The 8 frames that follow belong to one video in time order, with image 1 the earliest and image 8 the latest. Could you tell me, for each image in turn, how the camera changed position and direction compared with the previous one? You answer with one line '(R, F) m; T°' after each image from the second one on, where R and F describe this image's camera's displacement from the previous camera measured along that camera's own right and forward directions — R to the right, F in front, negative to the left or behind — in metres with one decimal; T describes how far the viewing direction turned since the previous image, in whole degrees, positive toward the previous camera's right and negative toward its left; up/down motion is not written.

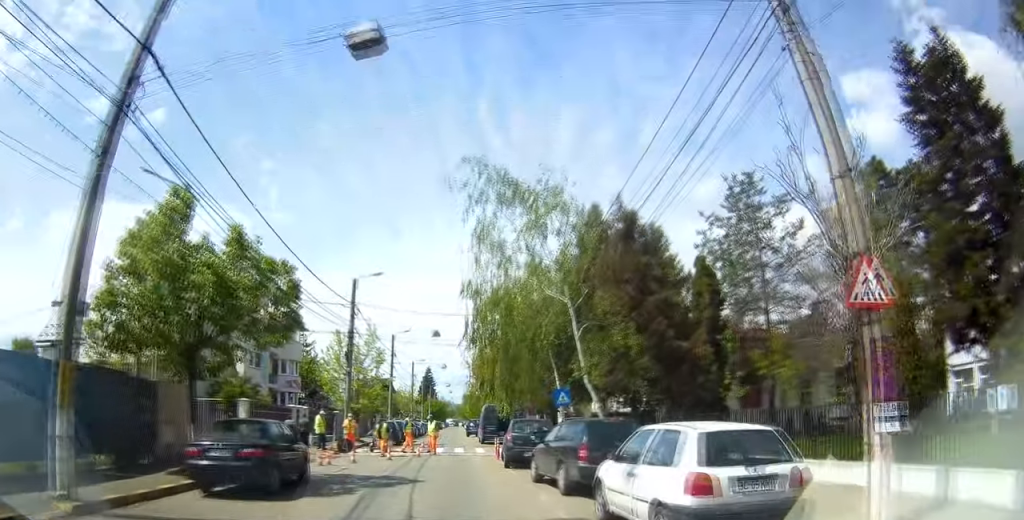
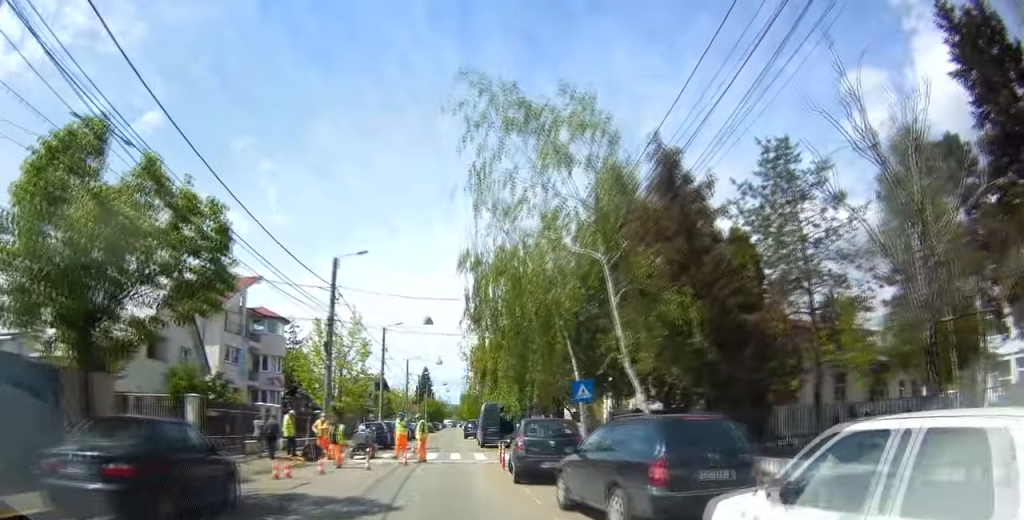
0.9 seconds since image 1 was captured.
(0.0, +3.7) m; -1°
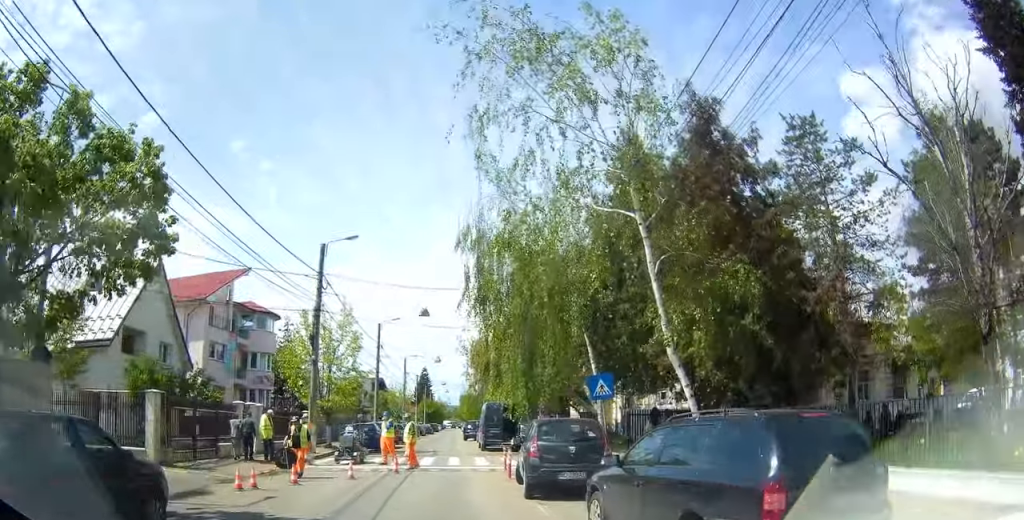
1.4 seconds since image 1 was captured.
(0.0, +2.1) m; -1°
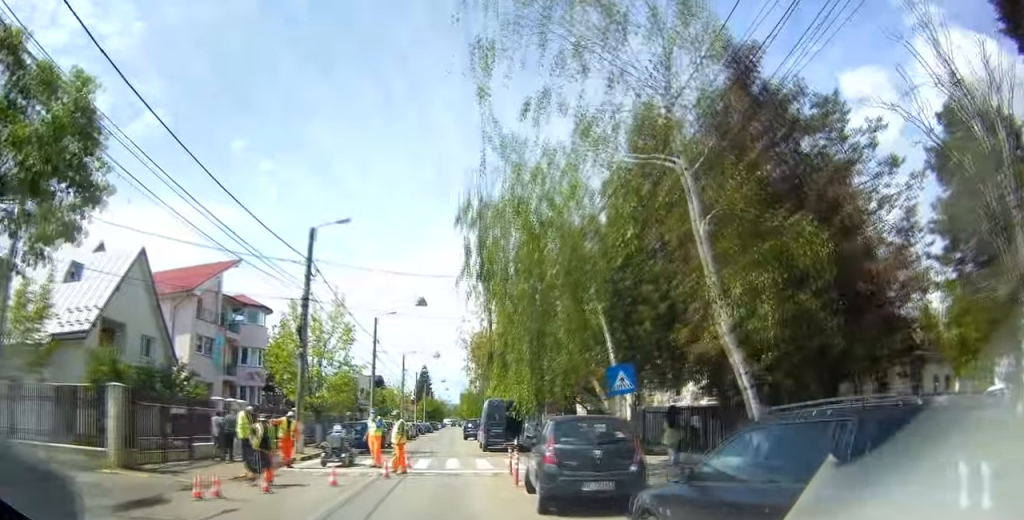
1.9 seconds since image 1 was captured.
(0.0, +1.6) m; 0°
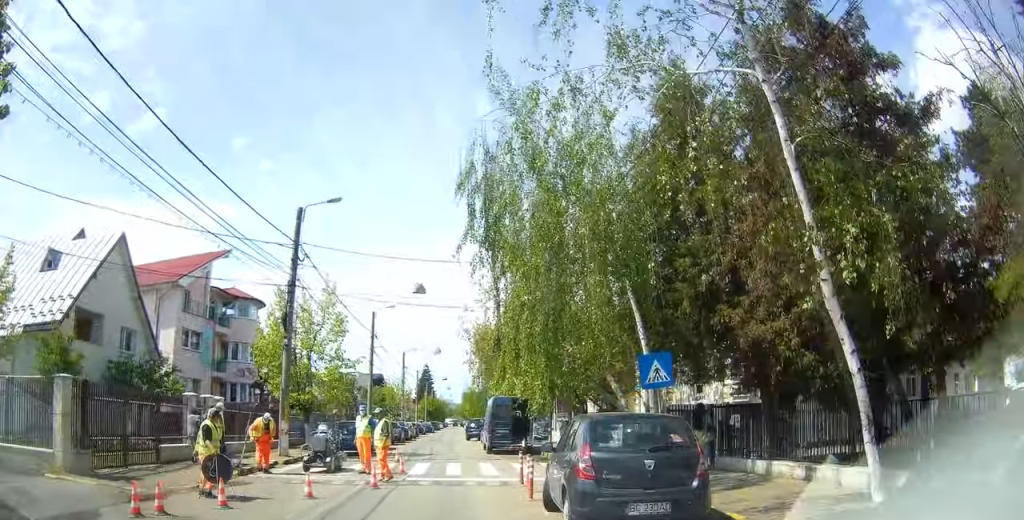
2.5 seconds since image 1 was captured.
(0.0, +1.9) m; 0°
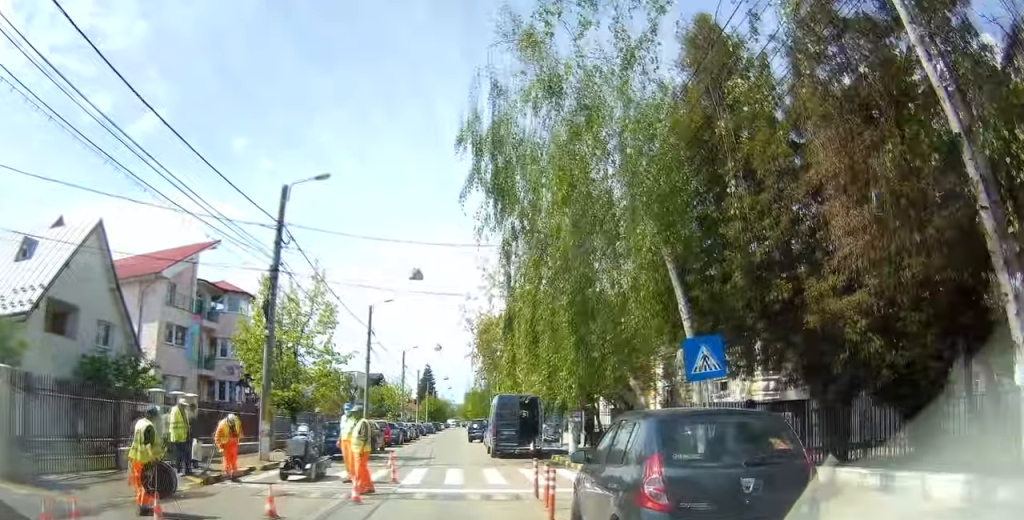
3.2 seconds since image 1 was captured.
(0.0, +1.9) m; 0°
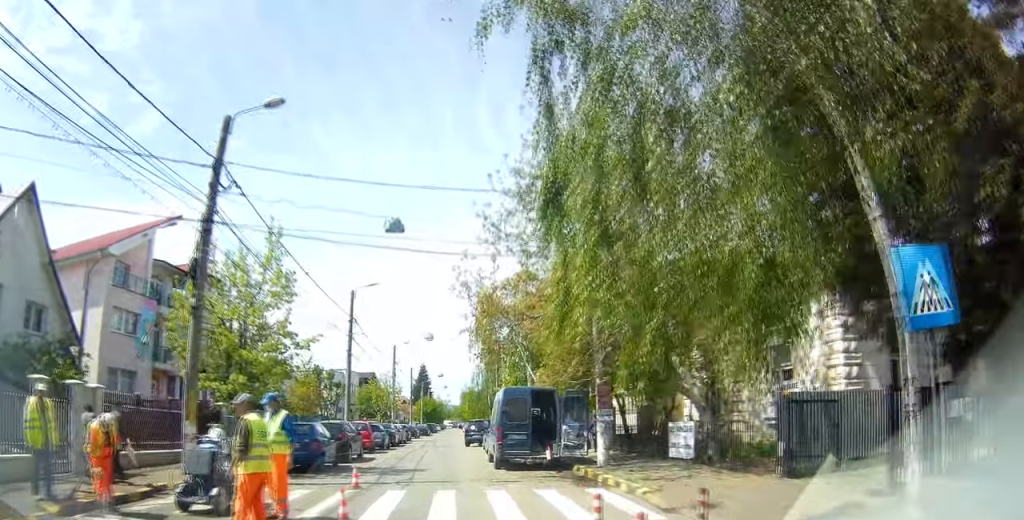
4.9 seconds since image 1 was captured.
(0.0, +4.7) m; 0°
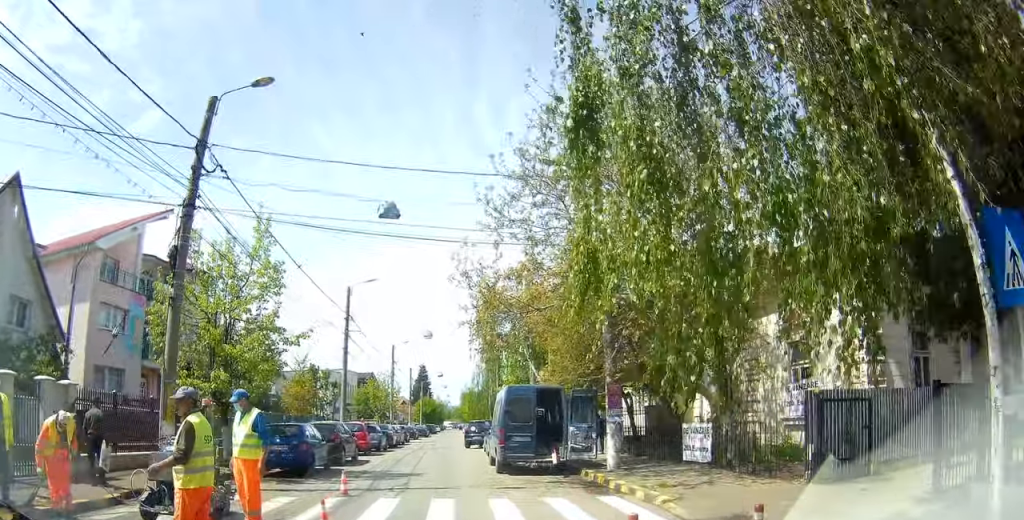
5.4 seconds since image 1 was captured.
(0.0, +1.2) m; 0°
